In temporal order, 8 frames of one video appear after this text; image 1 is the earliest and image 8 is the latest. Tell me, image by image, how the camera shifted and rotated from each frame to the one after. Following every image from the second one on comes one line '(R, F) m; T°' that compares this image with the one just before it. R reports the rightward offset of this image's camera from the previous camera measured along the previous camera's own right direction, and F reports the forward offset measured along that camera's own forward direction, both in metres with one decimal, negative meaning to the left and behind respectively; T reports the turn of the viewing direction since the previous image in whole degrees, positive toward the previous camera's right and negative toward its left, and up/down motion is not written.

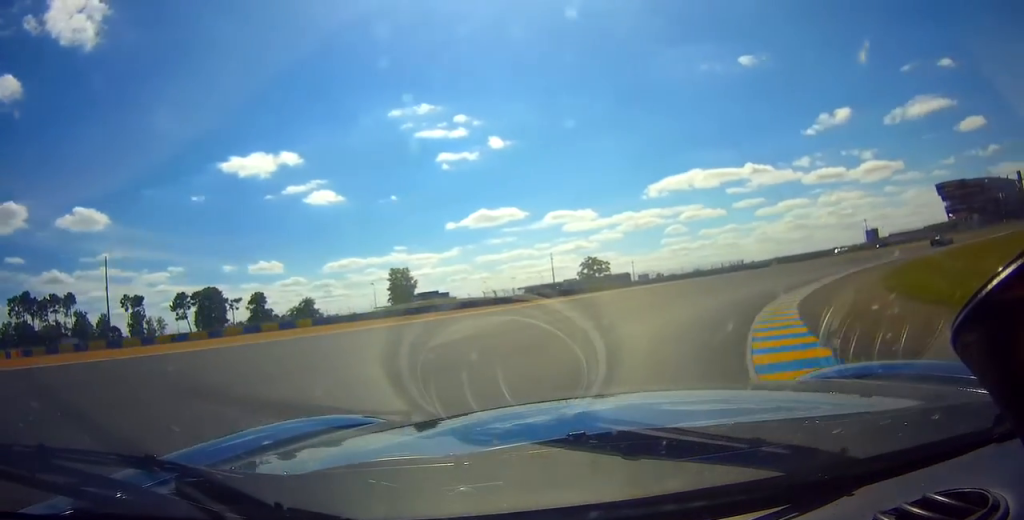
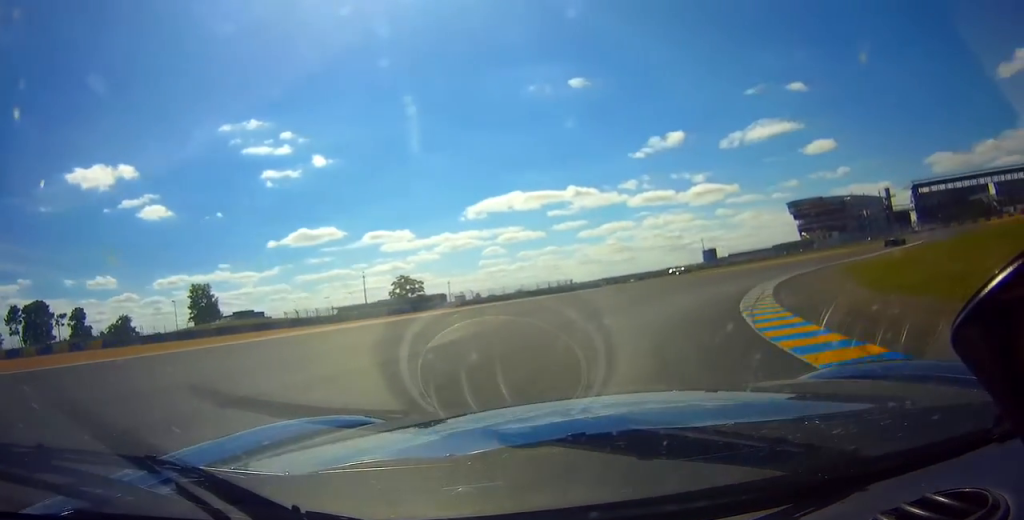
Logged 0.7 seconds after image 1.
(+2.1, +11.7) m; +14°
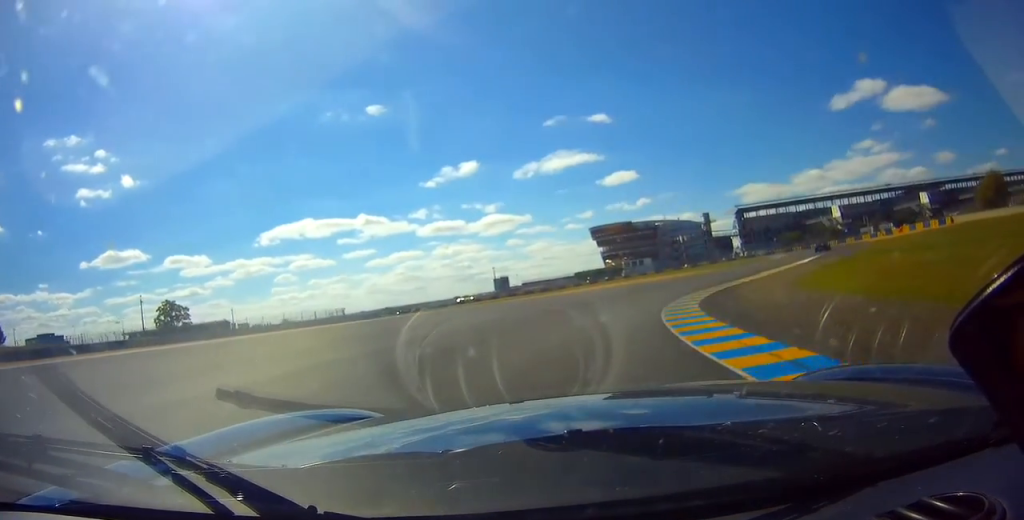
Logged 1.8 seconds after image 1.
(+3.2, +17.5) m; +19°
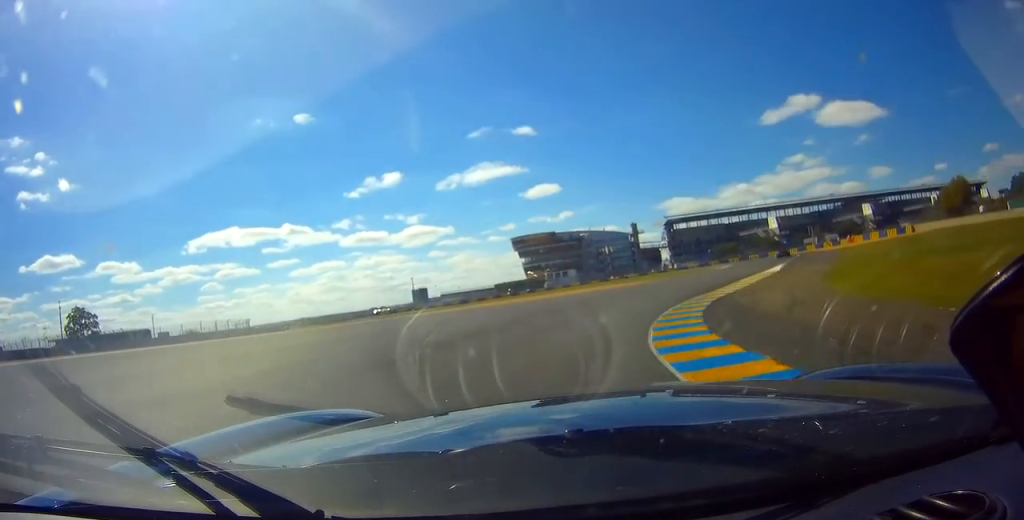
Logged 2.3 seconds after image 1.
(+0.7, +8.9) m; +8°
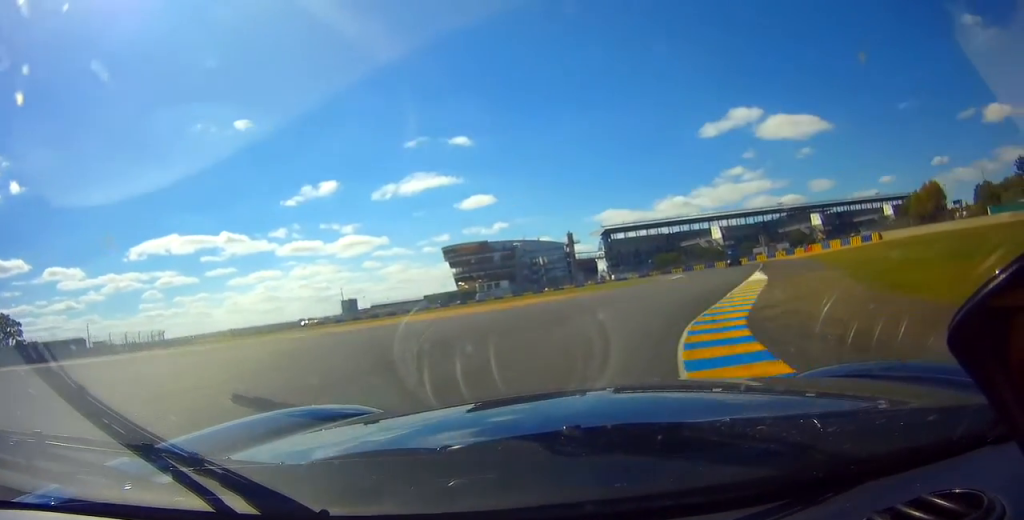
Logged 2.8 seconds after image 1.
(+0.7, +8.4) m; +6°
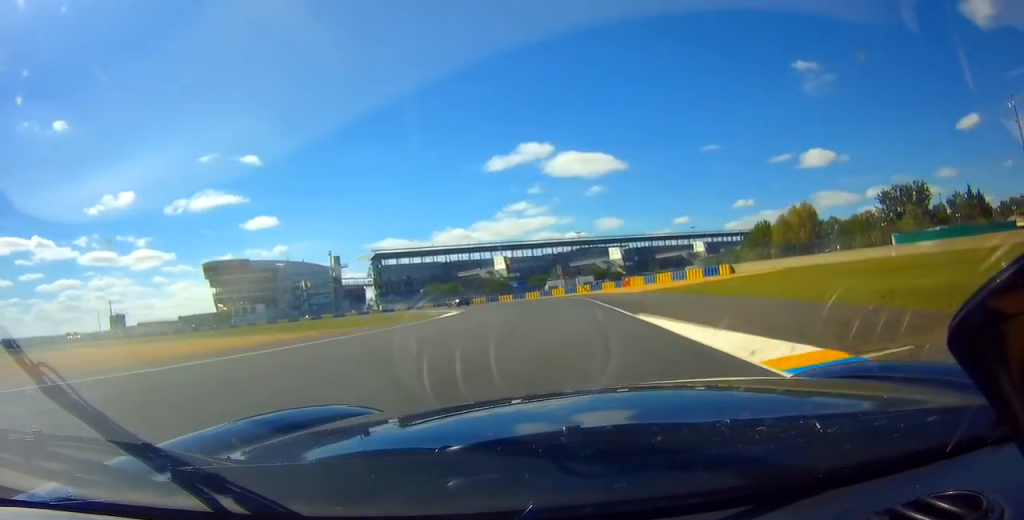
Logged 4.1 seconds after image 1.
(+2.2, +22.1) m; +10°
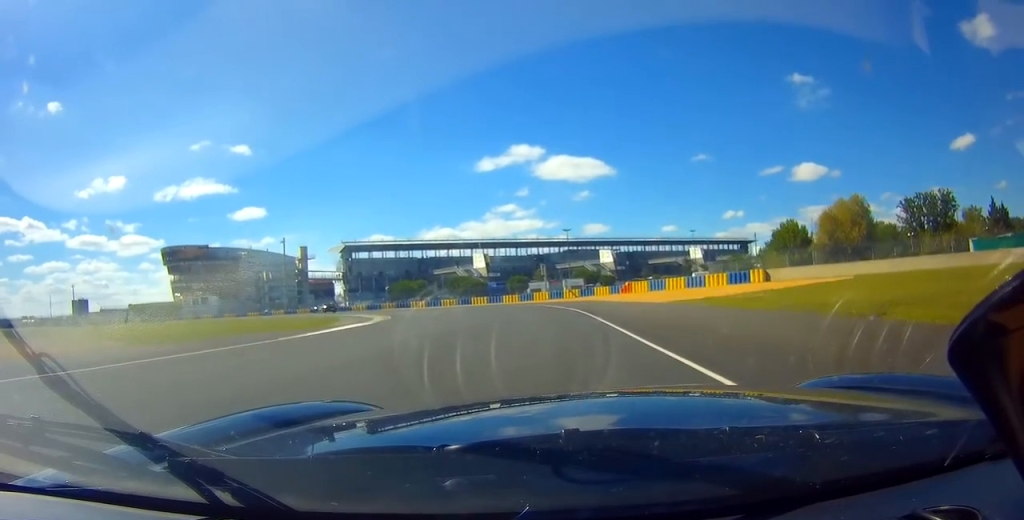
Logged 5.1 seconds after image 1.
(+0.7, +17.7) m; -2°
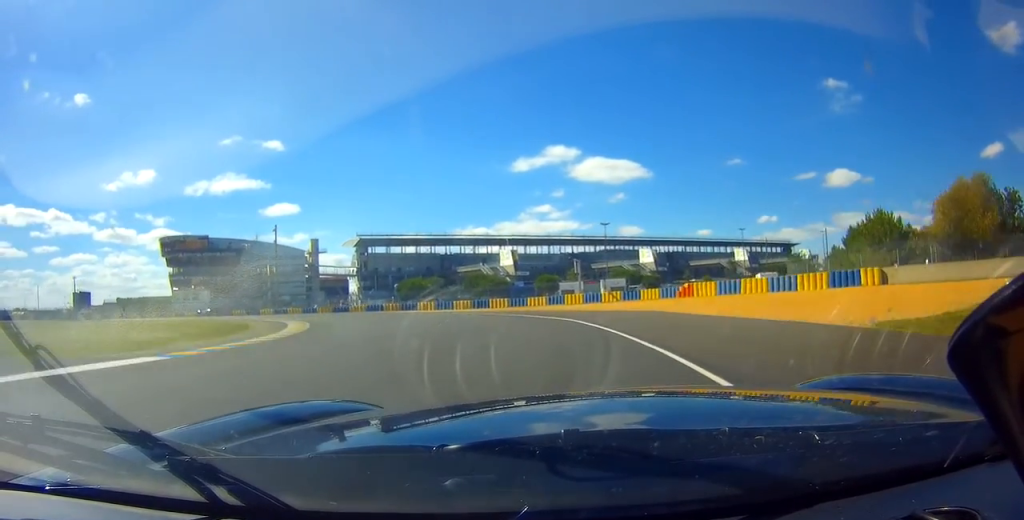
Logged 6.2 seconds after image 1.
(-1.3, +17.1) m; -9°
